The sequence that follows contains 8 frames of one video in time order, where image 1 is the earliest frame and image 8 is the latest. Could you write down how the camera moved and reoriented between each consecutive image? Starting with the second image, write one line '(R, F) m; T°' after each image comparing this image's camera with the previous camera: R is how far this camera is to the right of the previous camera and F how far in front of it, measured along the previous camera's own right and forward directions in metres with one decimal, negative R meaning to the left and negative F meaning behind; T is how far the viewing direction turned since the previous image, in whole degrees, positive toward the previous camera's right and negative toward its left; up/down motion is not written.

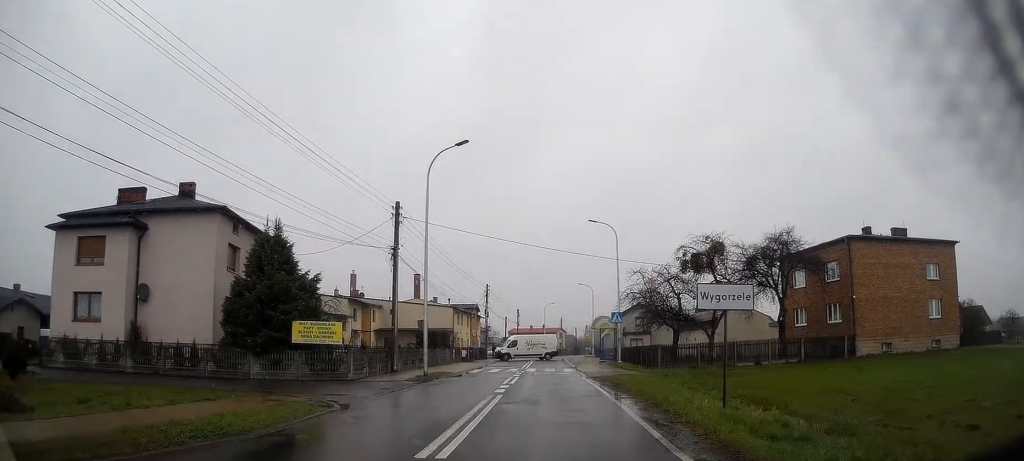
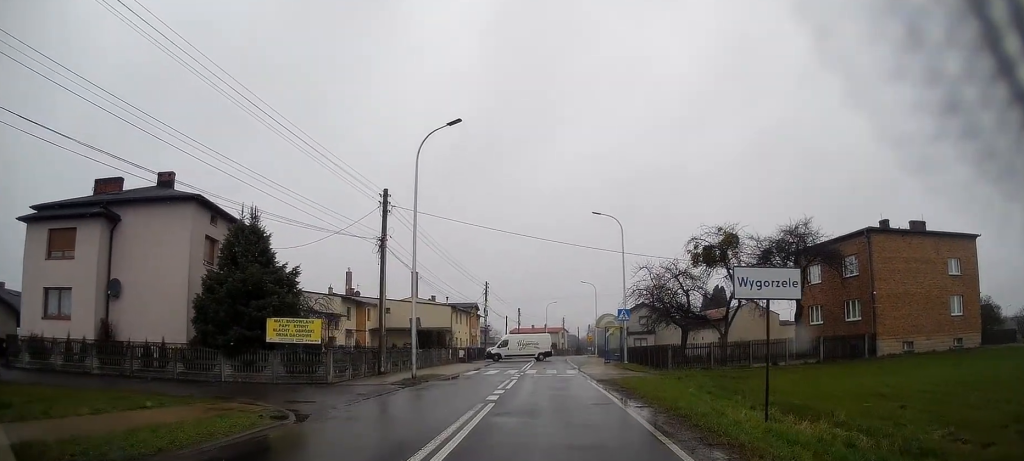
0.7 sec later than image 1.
(0.0, +2.5) m; 0°
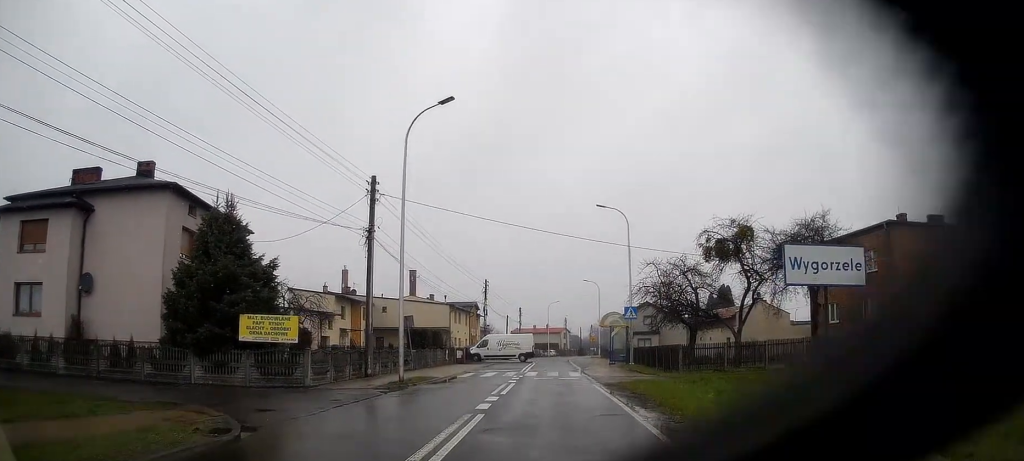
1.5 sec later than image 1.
(0.0, +2.4) m; +2°
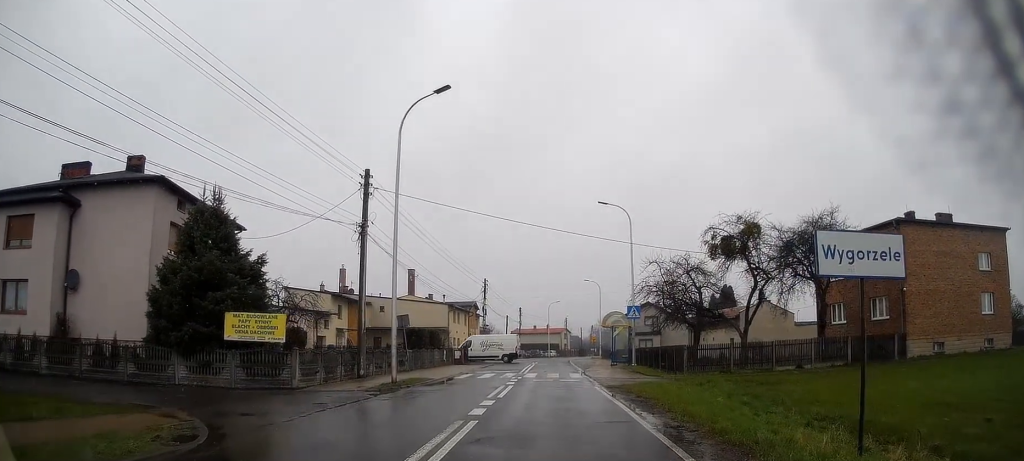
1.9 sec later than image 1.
(0.0, +1.3) m; 0°
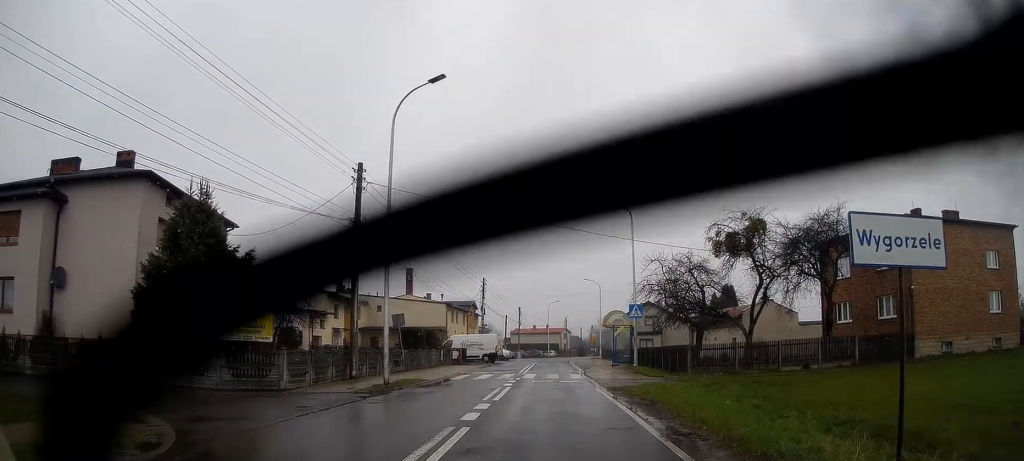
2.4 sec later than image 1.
(0.0, +1.0) m; 0°
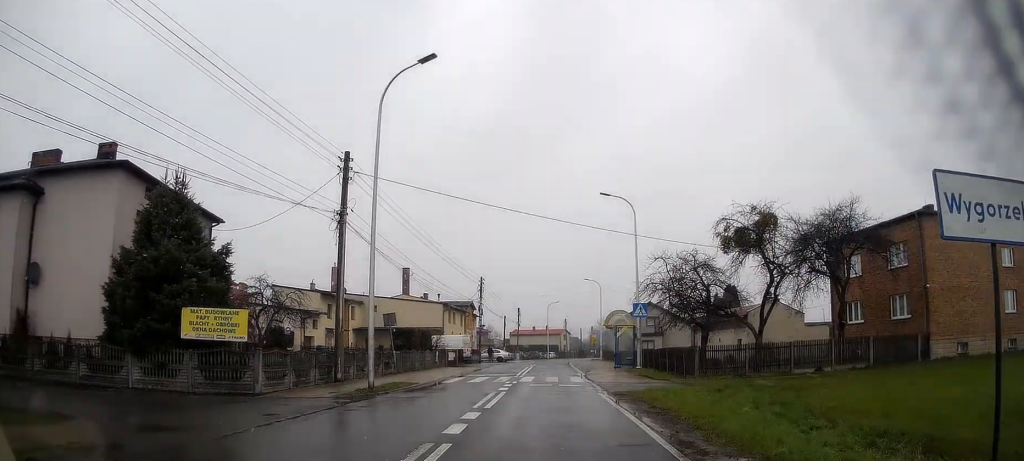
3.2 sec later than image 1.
(0.0, +1.8) m; -1°
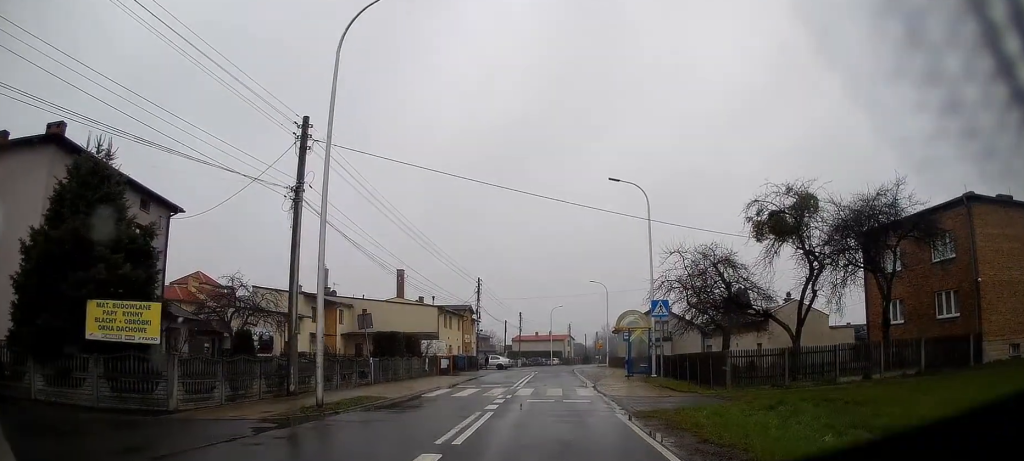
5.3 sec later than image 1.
(-0.1, +4.8) m; -2°
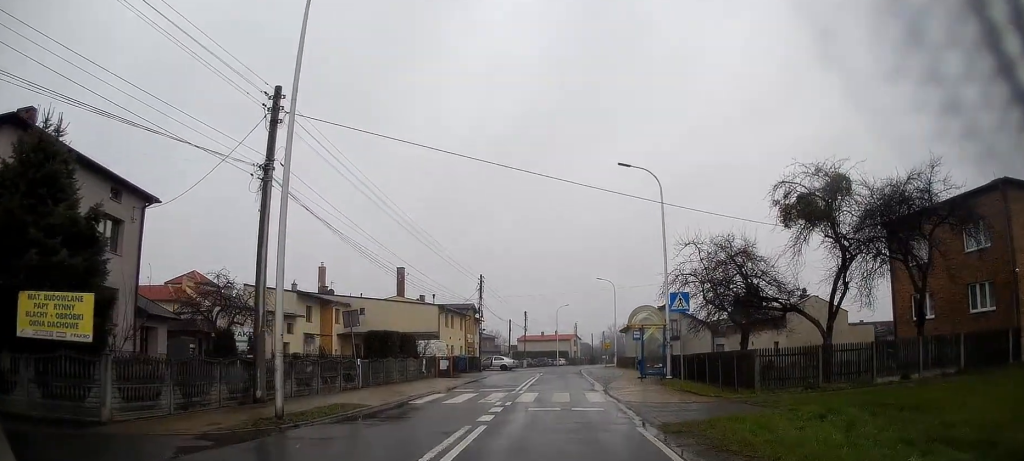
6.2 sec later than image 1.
(0.0, +2.4) m; 0°
